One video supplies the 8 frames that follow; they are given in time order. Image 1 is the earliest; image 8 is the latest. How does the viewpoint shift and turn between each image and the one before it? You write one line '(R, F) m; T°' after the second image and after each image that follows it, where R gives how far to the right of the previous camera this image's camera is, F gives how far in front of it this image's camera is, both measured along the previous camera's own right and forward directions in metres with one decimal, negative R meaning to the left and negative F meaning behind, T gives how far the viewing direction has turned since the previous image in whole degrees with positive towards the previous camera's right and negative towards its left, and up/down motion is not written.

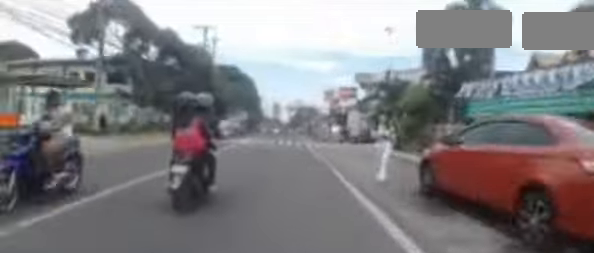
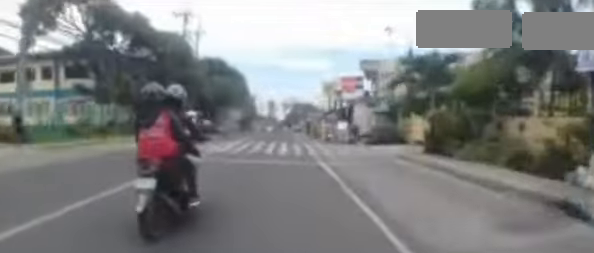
(0.0, +5.6) m; -1°
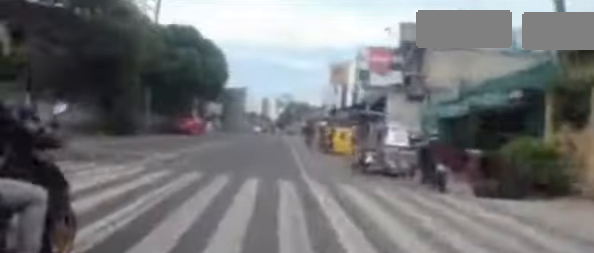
(-0.2, +11.2) m; +1°
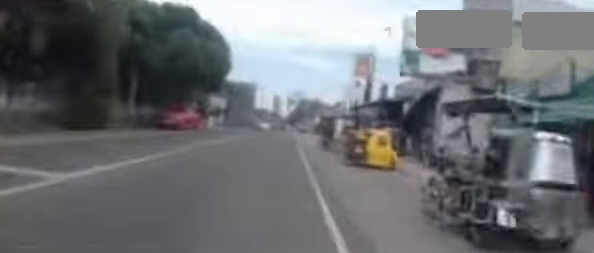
(+0.3, +5.3) m; +1°
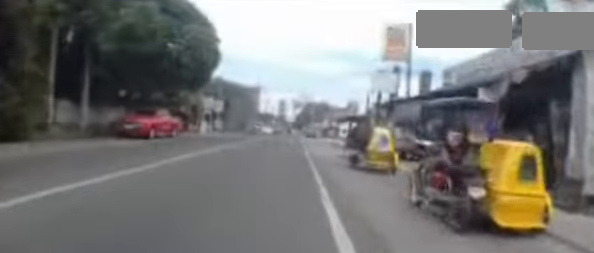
(0.0, +6.7) m; 0°
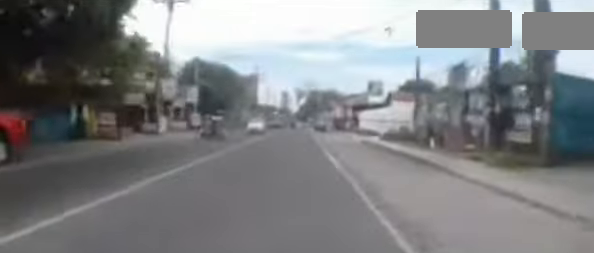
(-0.2, +12.8) m; 0°
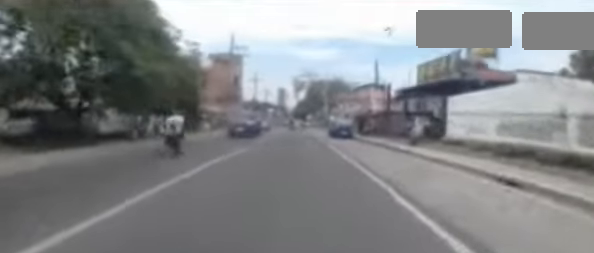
(+0.3, +23.7) m; +1°
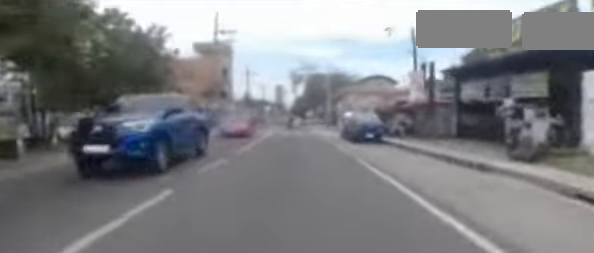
(0.0, +9.2) m; -1°
